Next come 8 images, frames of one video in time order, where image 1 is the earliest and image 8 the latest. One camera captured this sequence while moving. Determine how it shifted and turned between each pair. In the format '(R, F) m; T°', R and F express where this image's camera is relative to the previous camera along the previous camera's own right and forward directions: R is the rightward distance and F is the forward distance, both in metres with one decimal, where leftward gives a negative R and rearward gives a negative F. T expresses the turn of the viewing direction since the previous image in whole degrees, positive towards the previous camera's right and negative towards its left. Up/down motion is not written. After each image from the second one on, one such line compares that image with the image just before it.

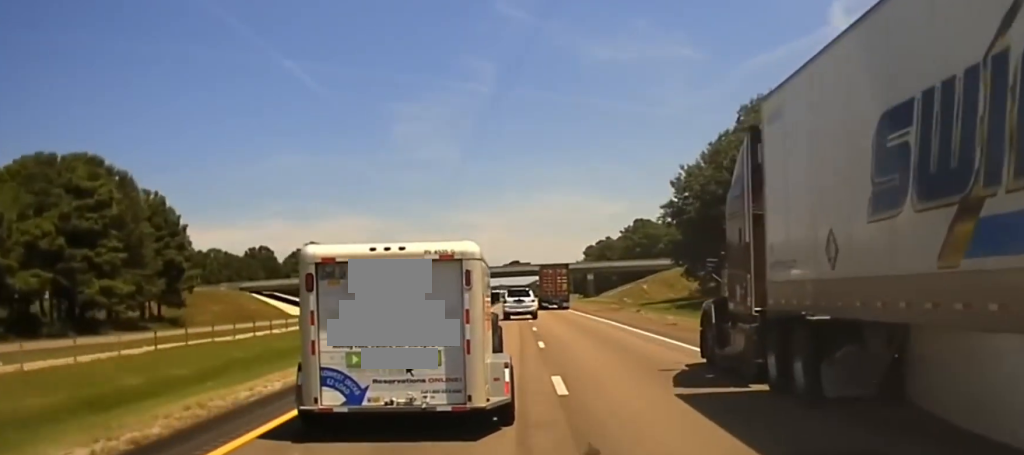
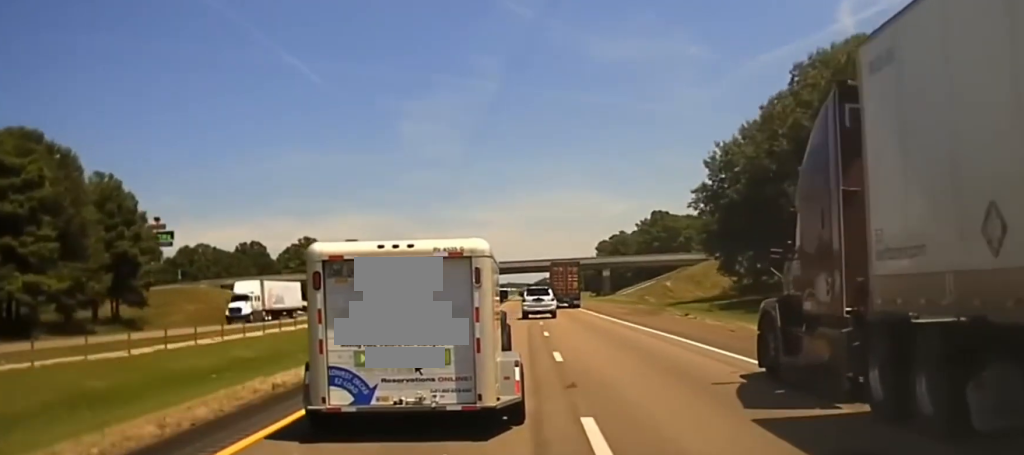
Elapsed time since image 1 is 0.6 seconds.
(0.0, +19.6) m; 0°
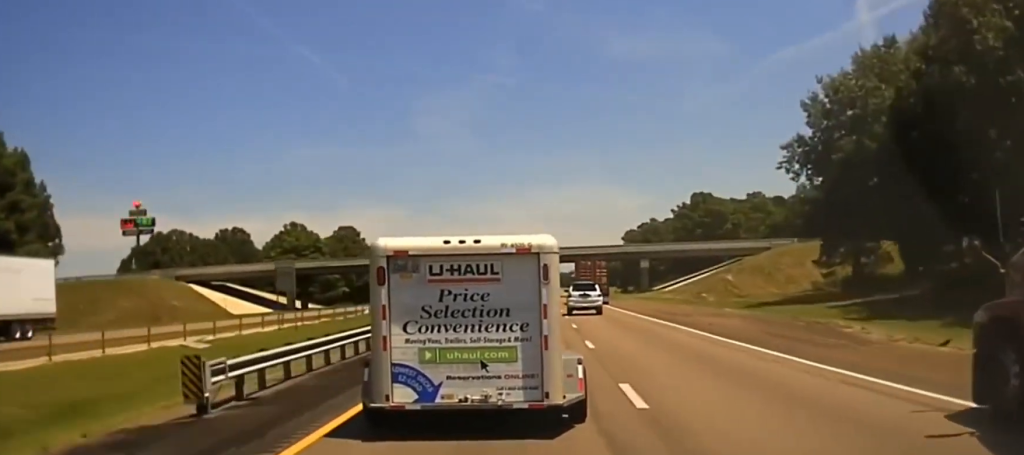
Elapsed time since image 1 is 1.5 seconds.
(0.0, +32.6) m; -1°
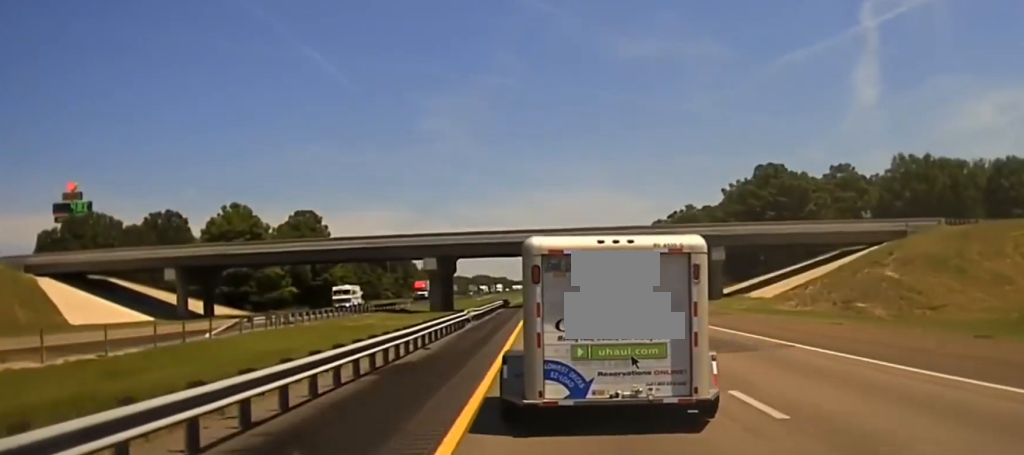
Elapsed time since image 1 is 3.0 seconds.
(-0.4, +48.3) m; 0°
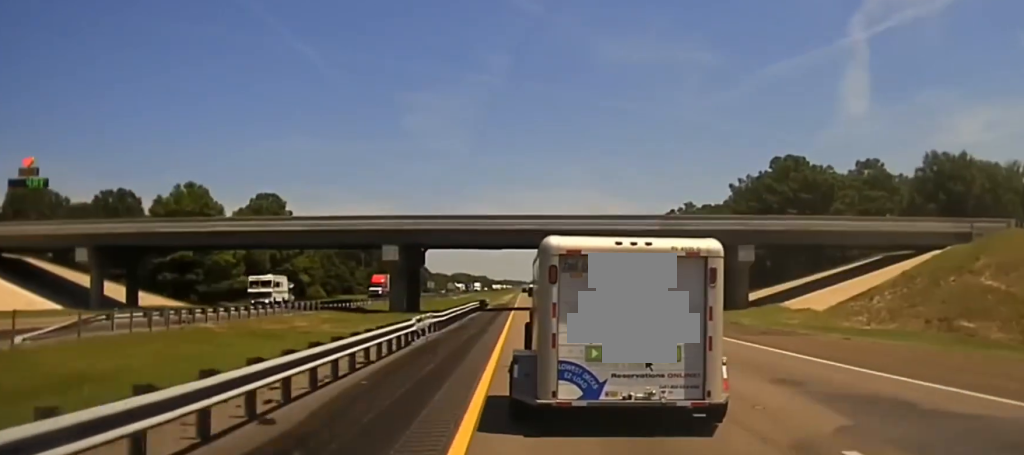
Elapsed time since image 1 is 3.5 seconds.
(+0.2, +18.0) m; +1°
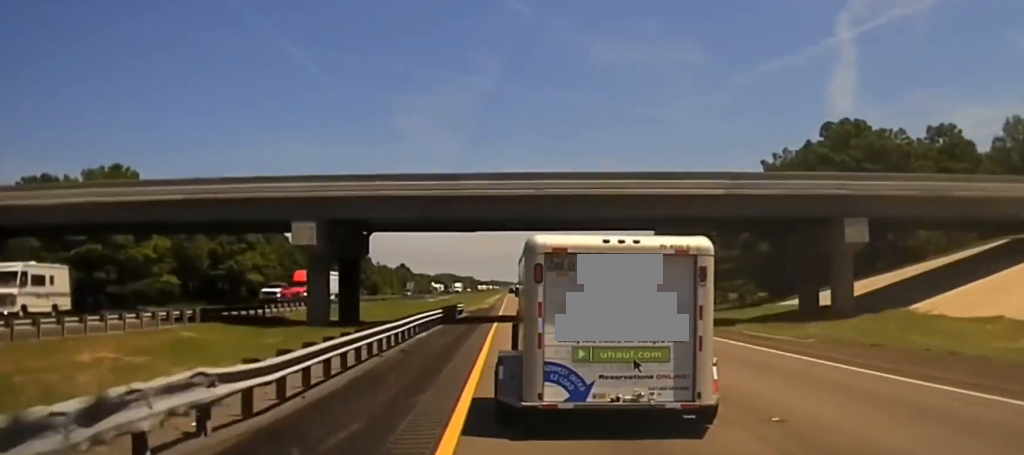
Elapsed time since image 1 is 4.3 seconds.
(+0.2, +26.1) m; +1°
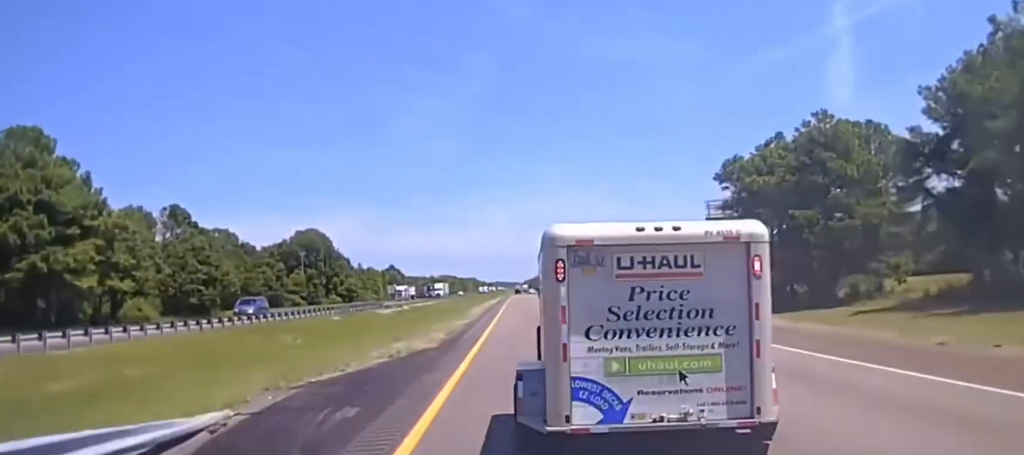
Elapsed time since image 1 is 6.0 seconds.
(+0.1, +60.8) m; 0°
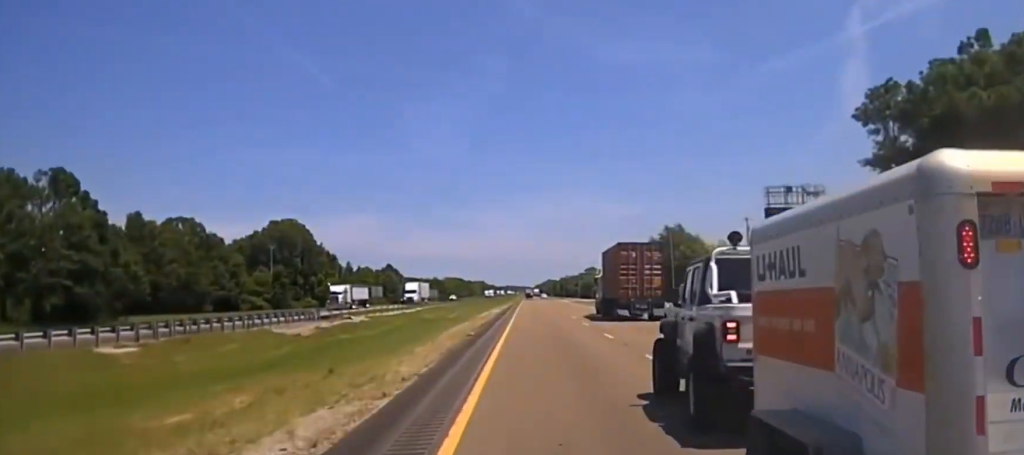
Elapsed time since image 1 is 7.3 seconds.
(-0.1, +45.5) m; +1°
